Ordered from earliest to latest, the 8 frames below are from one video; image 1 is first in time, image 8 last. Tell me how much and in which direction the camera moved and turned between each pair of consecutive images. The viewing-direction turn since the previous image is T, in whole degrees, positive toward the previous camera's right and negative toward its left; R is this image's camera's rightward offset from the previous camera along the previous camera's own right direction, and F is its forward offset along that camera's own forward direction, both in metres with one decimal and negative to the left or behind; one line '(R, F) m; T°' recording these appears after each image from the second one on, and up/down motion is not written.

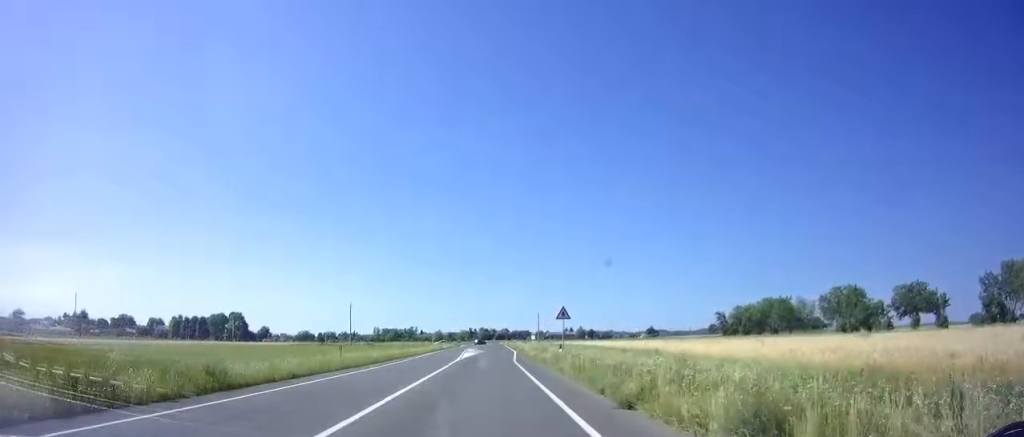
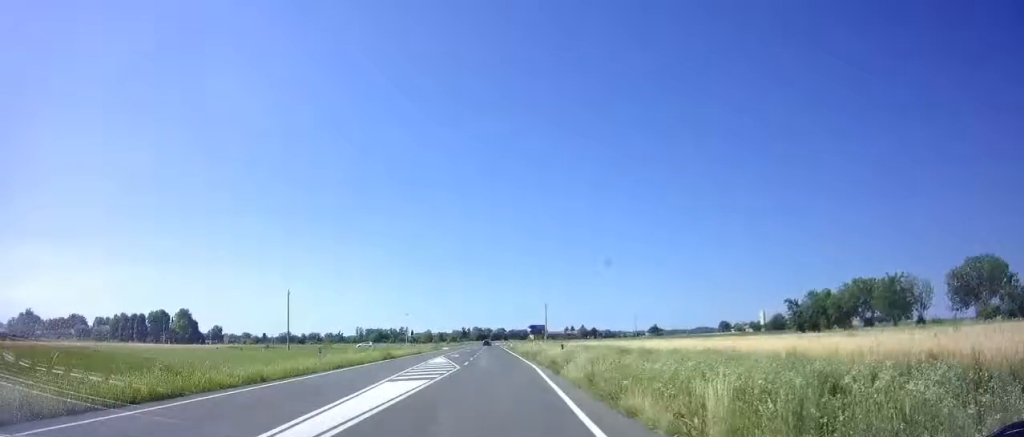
(+0.1, +36.3) m; 0°
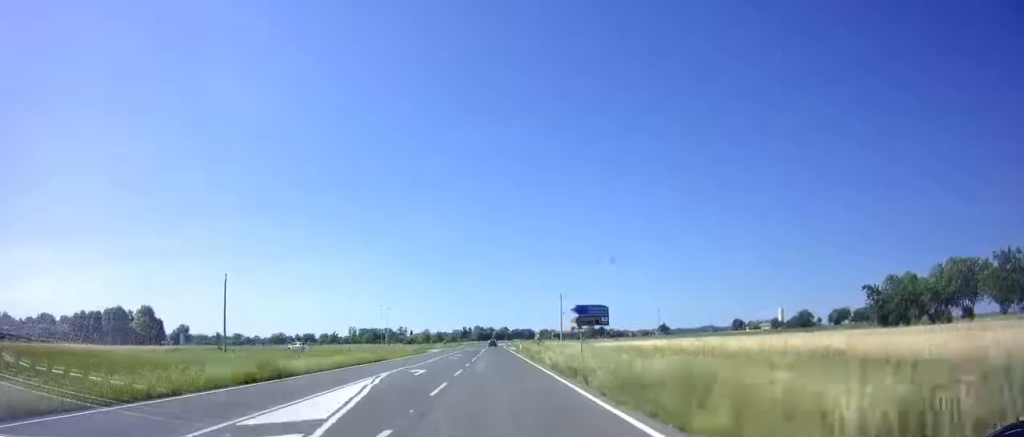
(-0.1, +24.0) m; 0°
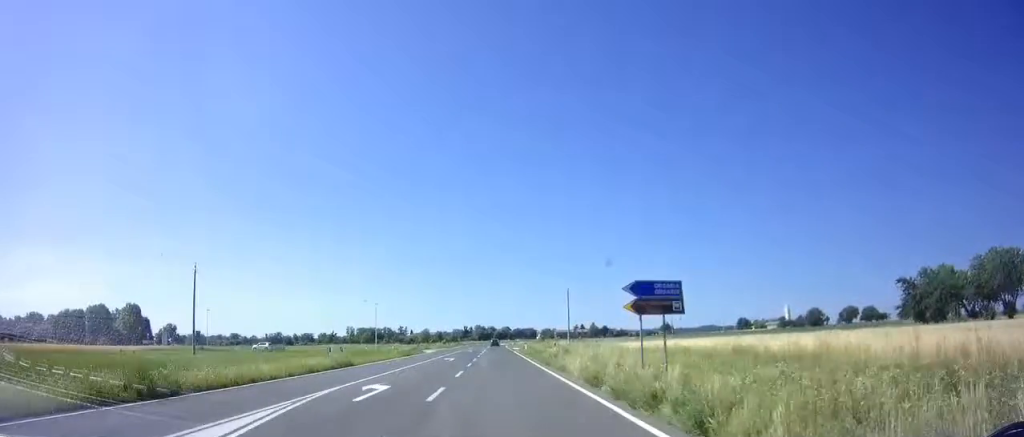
(0.0, +8.7) m; 0°
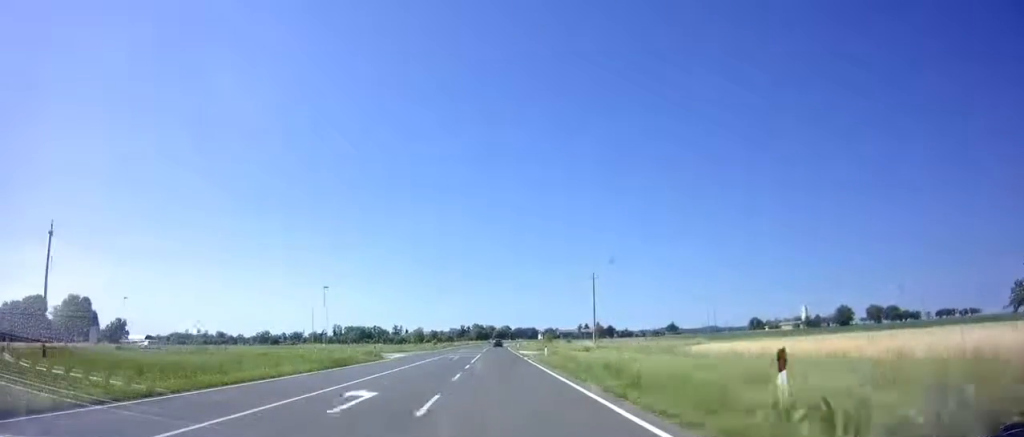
(0.0, +23.3) m; 0°
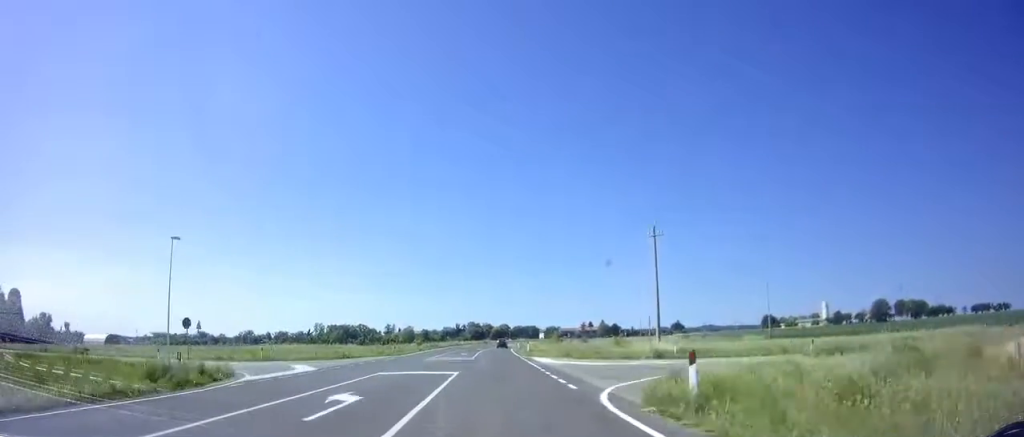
(+0.1, +27.9) m; 0°
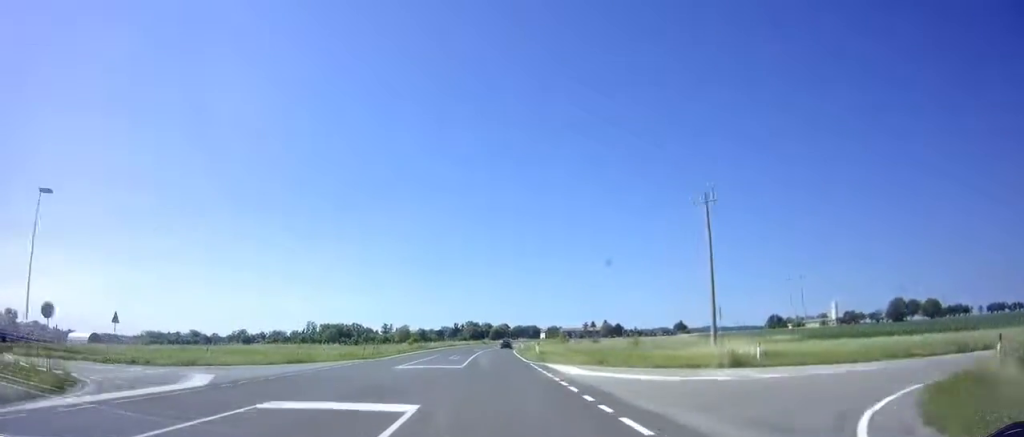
(0.0, +10.6) m; 0°
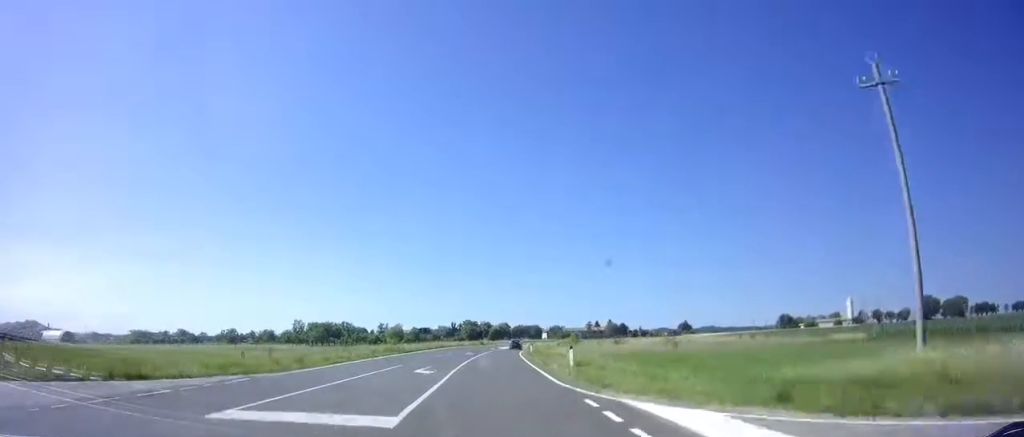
(0.0, +16.6) m; 0°
